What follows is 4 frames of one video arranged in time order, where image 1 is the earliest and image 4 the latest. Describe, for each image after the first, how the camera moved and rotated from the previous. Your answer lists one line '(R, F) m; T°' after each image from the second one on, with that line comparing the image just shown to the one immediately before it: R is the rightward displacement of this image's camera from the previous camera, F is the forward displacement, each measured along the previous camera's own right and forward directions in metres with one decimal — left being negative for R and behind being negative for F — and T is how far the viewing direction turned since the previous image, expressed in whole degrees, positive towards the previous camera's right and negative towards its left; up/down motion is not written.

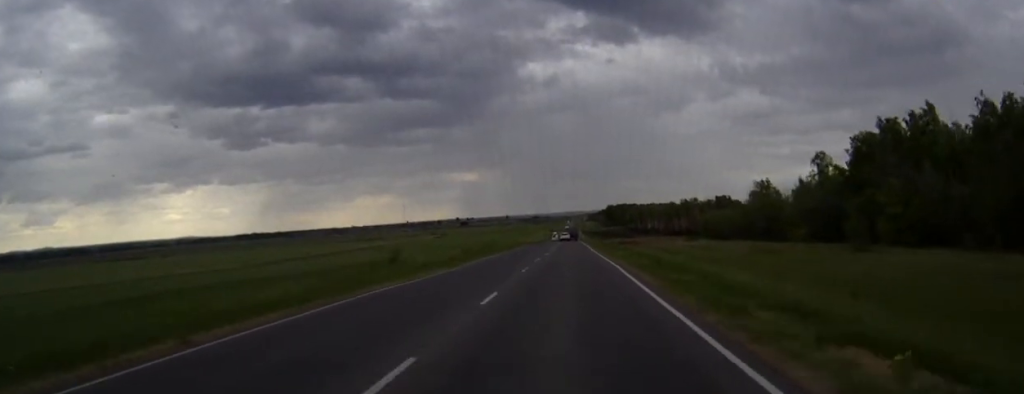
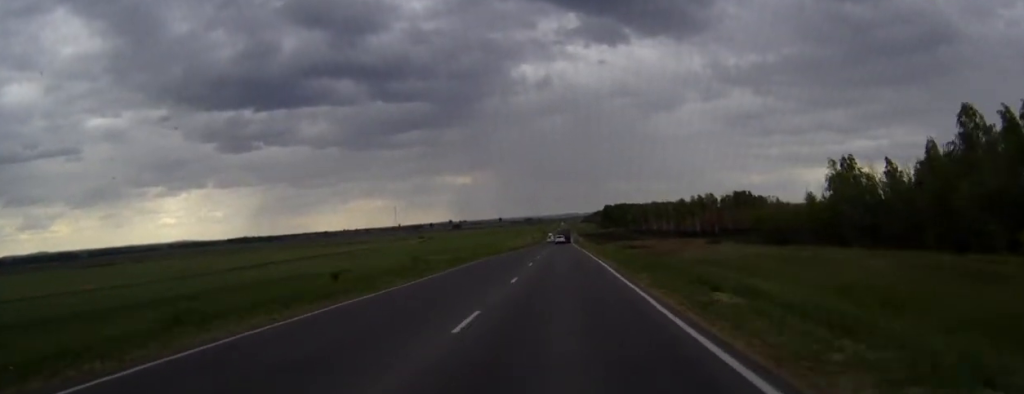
(+0.2, +39.5) m; 0°
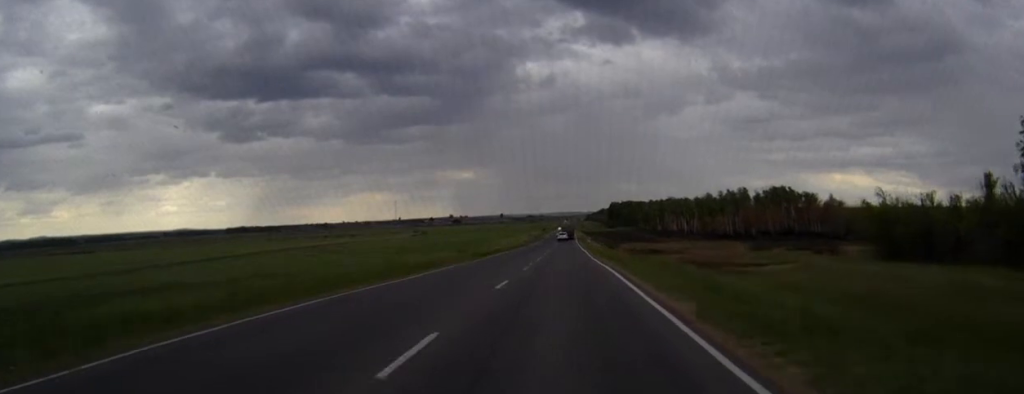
(0.0, +40.3) m; 0°
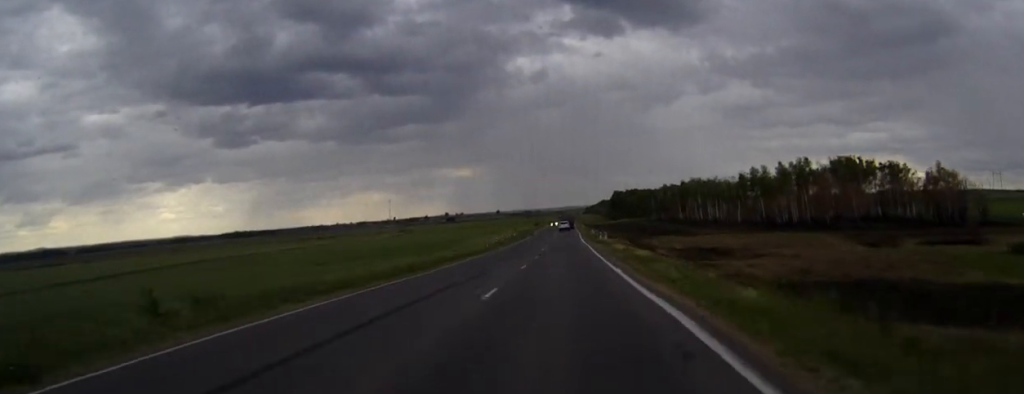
(0.0, +52.6) m; 0°
